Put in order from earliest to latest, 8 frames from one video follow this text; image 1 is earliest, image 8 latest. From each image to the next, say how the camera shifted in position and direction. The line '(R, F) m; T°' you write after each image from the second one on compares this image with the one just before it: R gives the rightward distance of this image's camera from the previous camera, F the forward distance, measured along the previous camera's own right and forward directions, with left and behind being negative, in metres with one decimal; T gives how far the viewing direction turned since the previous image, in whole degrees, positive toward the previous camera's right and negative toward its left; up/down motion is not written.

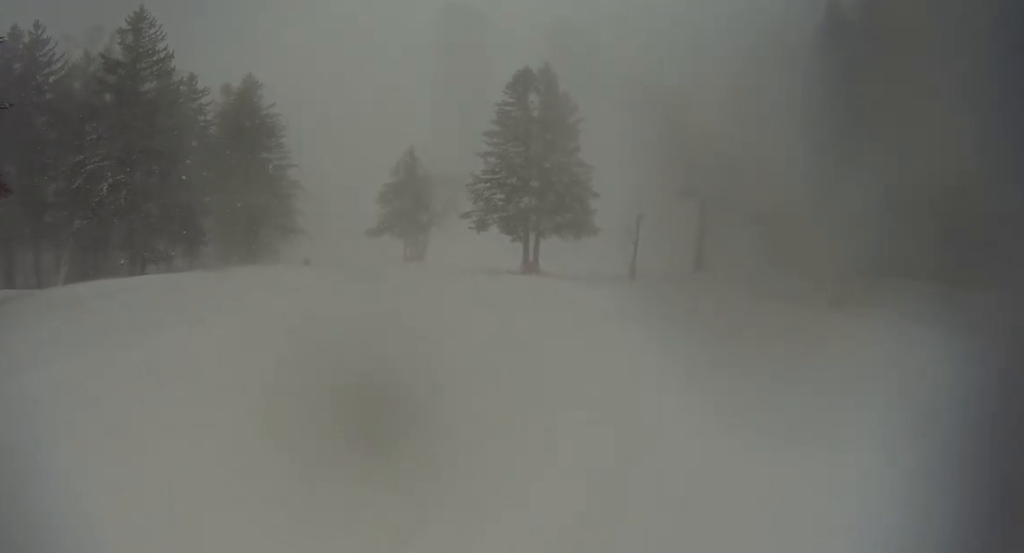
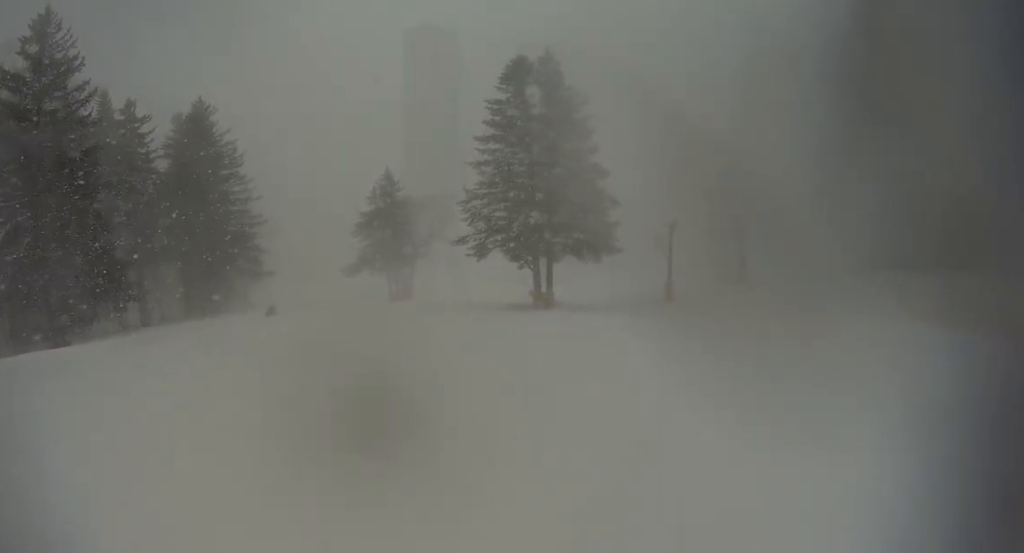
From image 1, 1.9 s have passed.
(-0.5, +11.6) m; -3°
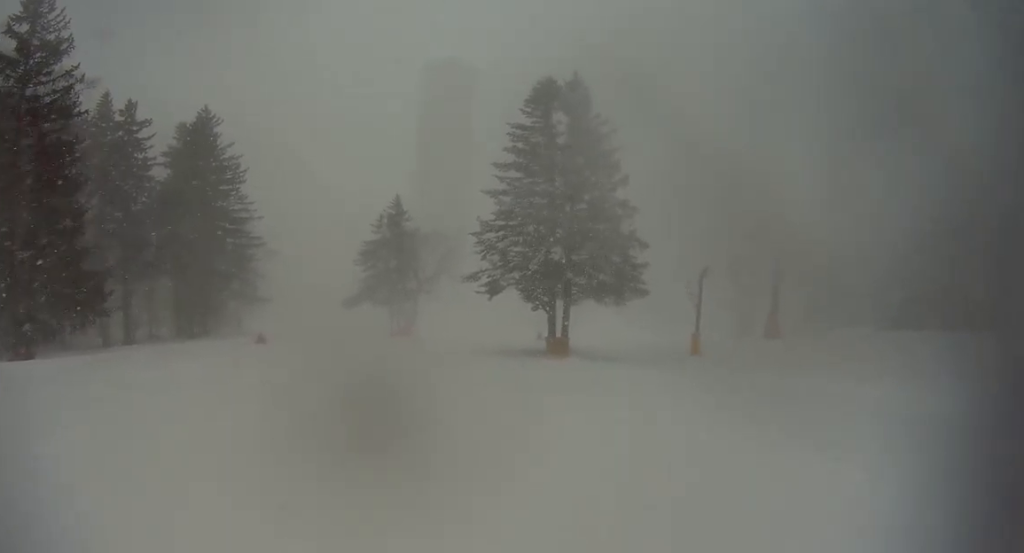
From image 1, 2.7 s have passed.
(0.0, +5.0) m; 0°
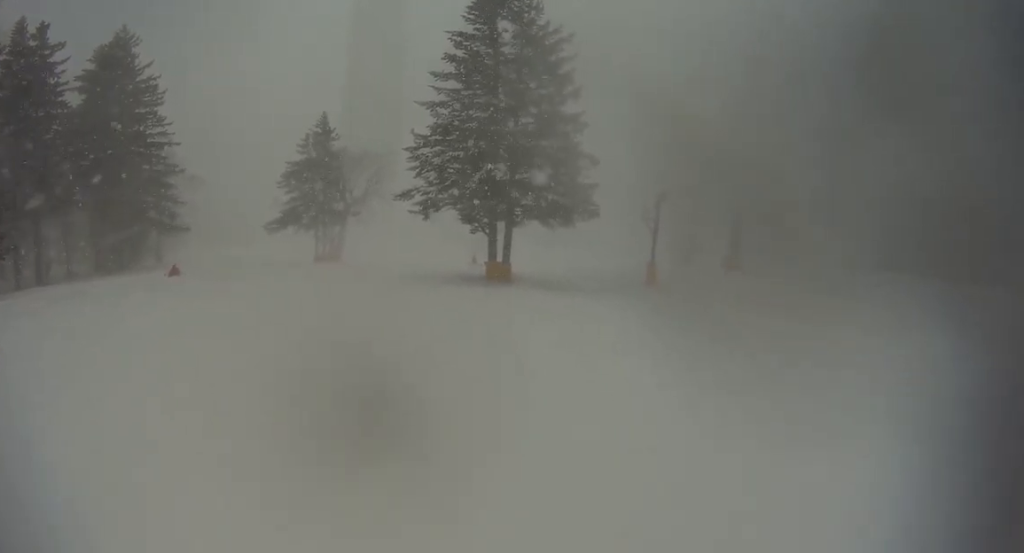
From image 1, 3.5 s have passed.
(0.0, +4.6) m; 0°
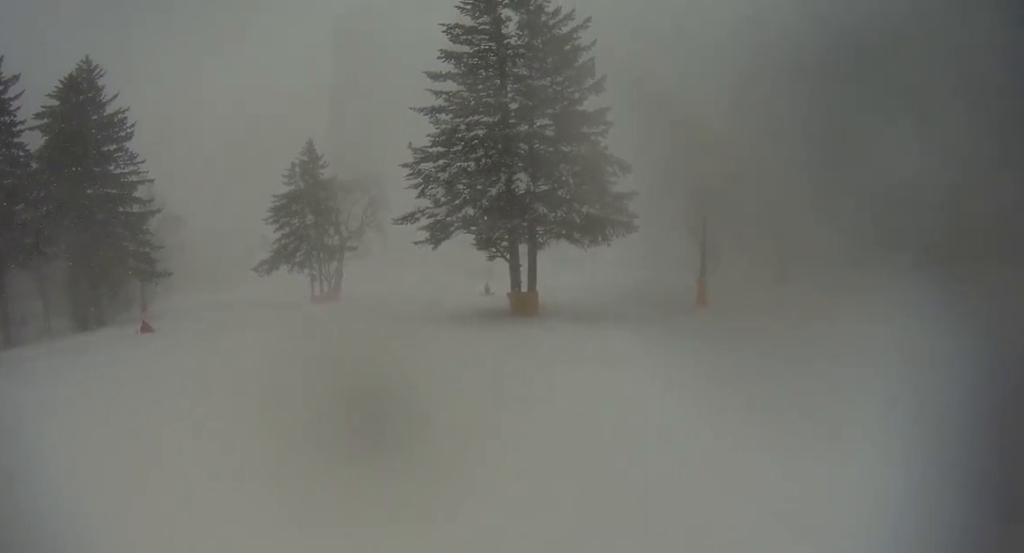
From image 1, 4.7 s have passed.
(0.0, +7.2) m; 0°
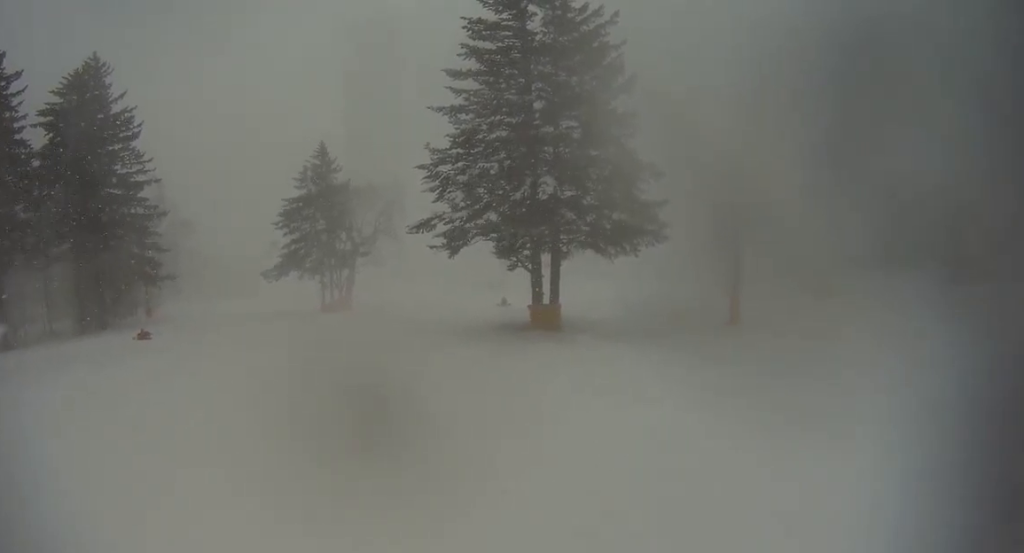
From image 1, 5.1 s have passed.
(0.0, +2.4) m; 0°
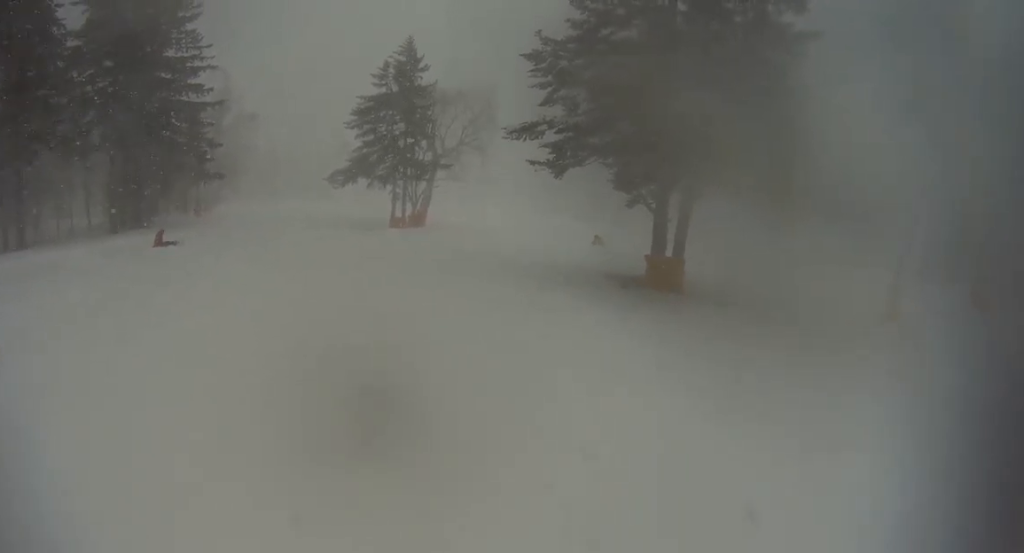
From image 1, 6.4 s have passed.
(0.0, +7.4) m; 0°
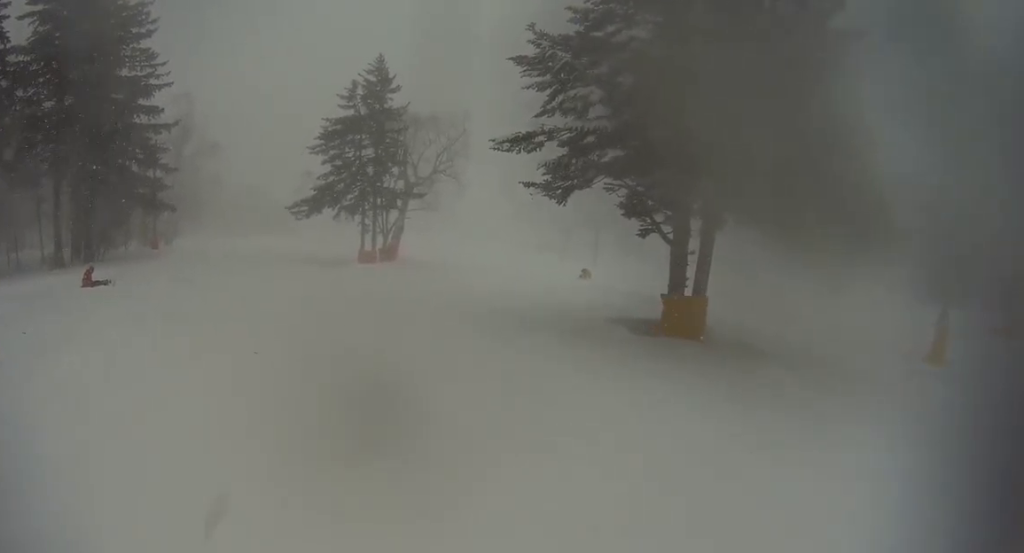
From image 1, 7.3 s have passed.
(0.0, +4.2) m; 0°
